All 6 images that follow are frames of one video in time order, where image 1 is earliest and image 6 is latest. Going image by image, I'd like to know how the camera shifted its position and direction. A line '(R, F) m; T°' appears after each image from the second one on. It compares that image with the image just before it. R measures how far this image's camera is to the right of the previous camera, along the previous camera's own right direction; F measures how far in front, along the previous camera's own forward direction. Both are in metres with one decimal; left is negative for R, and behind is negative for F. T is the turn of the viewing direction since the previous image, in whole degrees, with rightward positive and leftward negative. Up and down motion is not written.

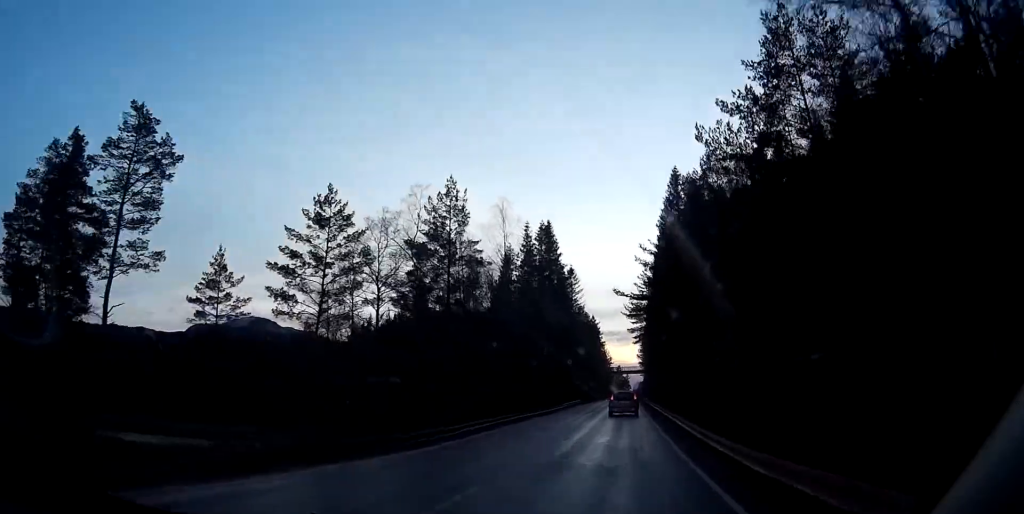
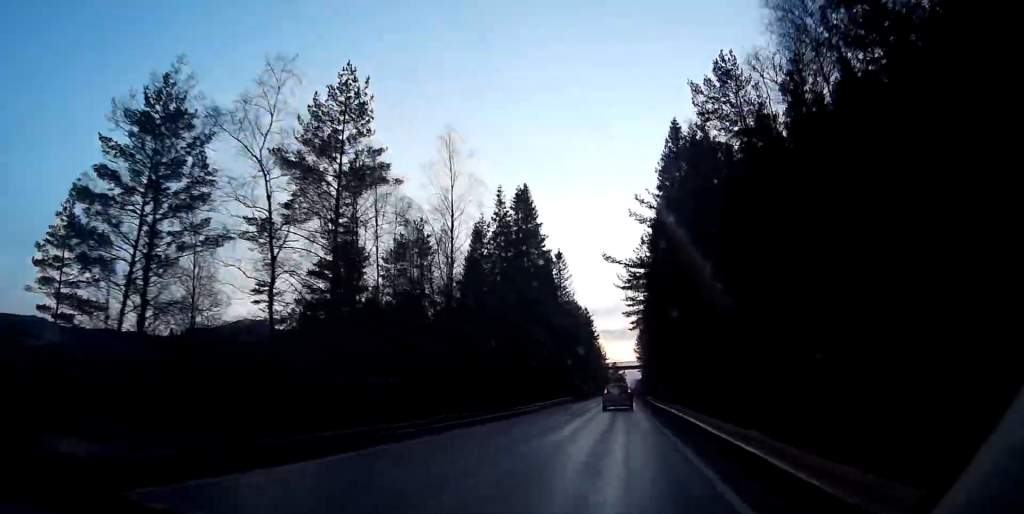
(0.0, +16.5) m; 0°
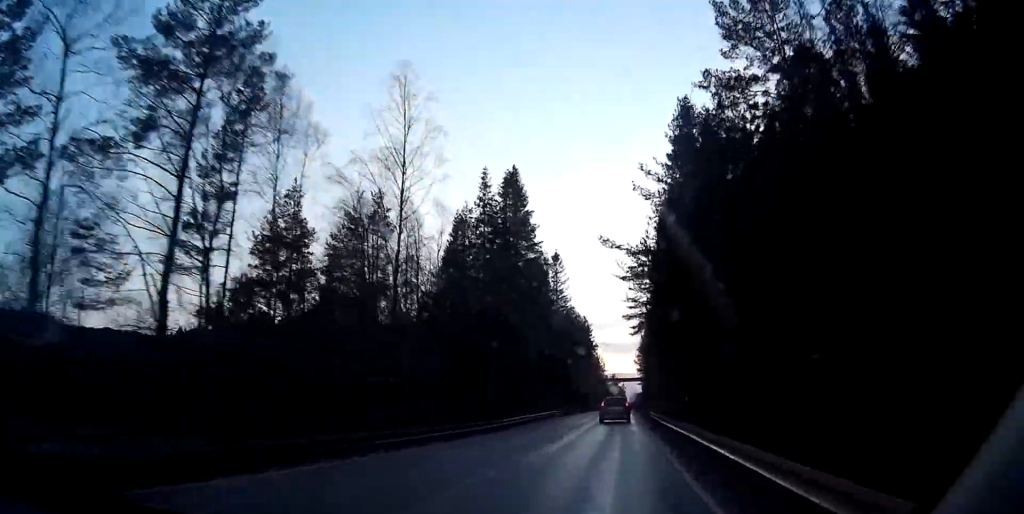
(0.0, +10.7) m; 0°
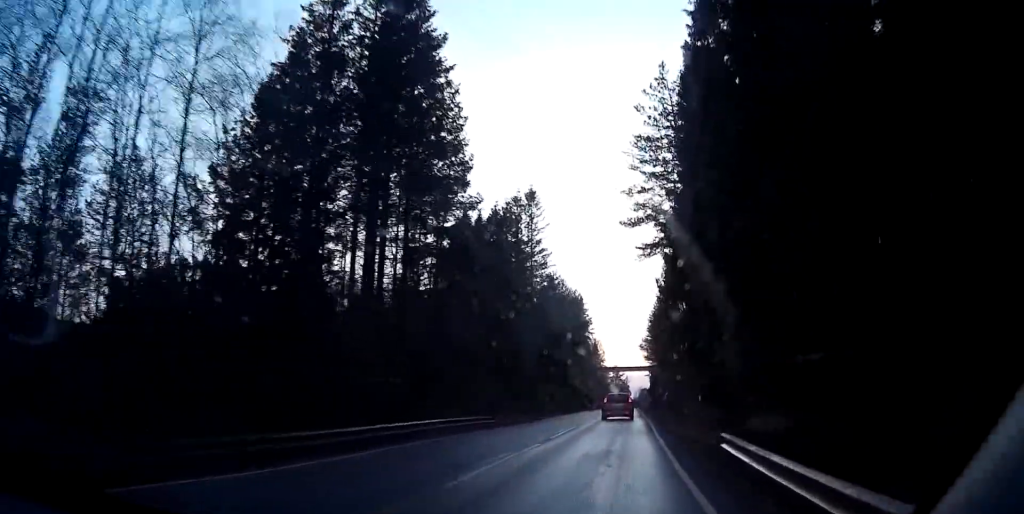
(-0.2, +38.7) m; 0°
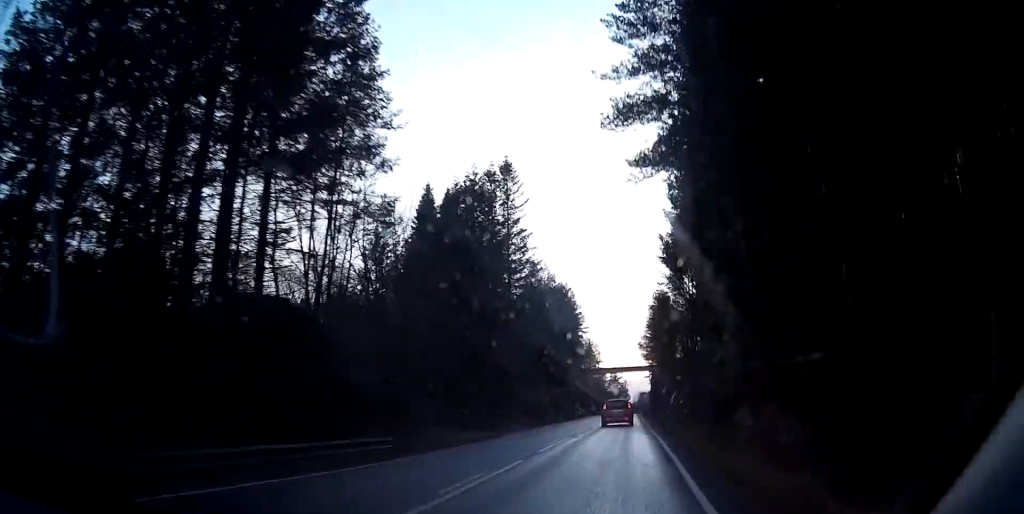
(+0.1, +14.4) m; 0°
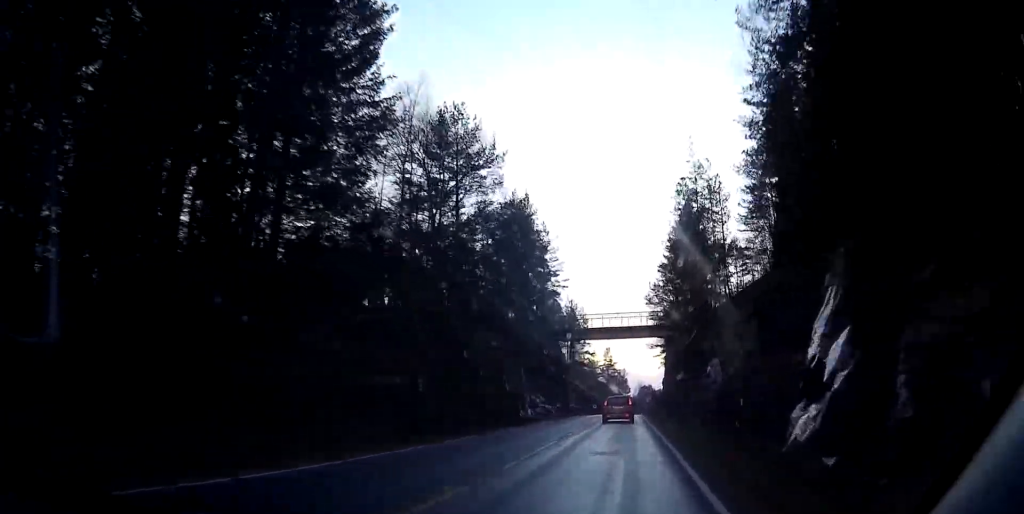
(-0.3, +51.1) m; -1°
